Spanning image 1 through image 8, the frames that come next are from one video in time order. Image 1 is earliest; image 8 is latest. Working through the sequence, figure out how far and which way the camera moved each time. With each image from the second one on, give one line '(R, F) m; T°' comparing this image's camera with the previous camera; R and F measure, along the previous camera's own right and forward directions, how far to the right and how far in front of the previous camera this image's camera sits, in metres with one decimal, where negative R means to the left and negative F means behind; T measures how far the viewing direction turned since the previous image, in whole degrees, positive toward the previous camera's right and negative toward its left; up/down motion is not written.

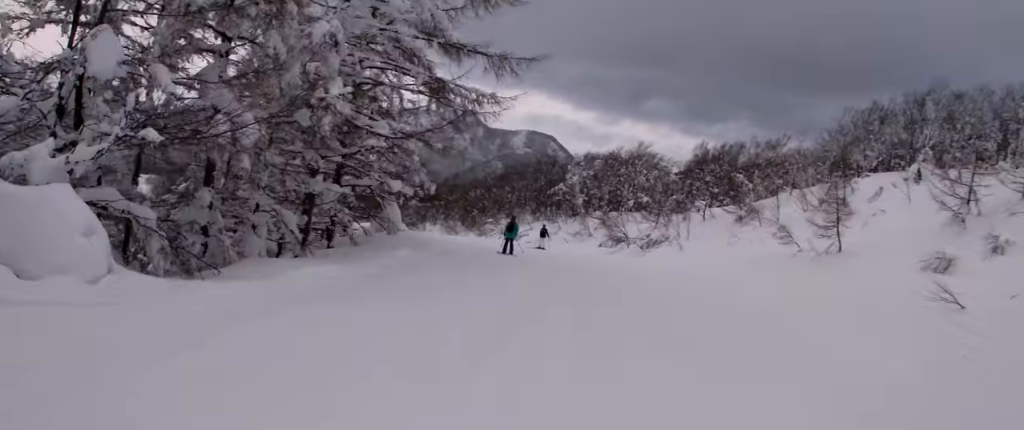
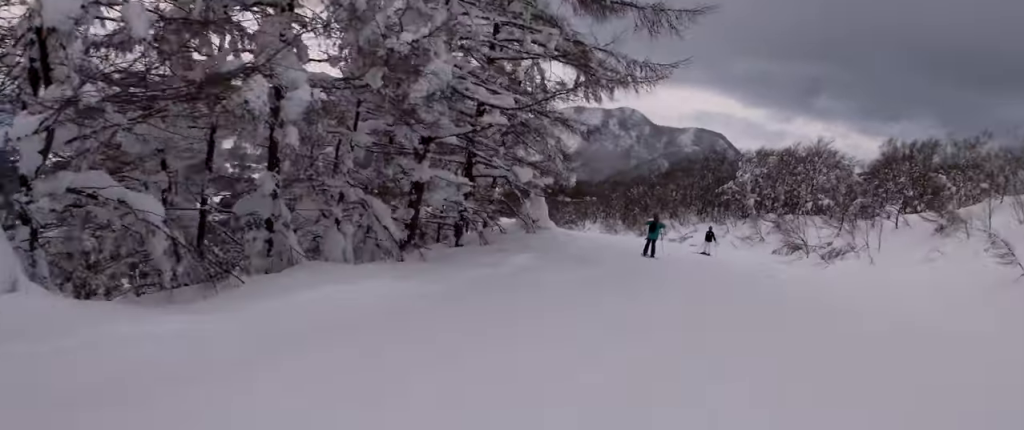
(+0.3, +3.7) m; -1°
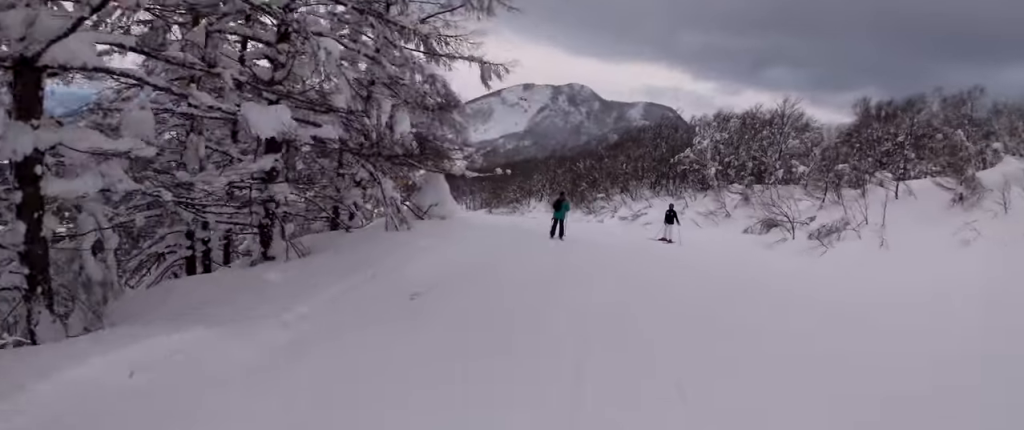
(-0.1, +8.8) m; 0°
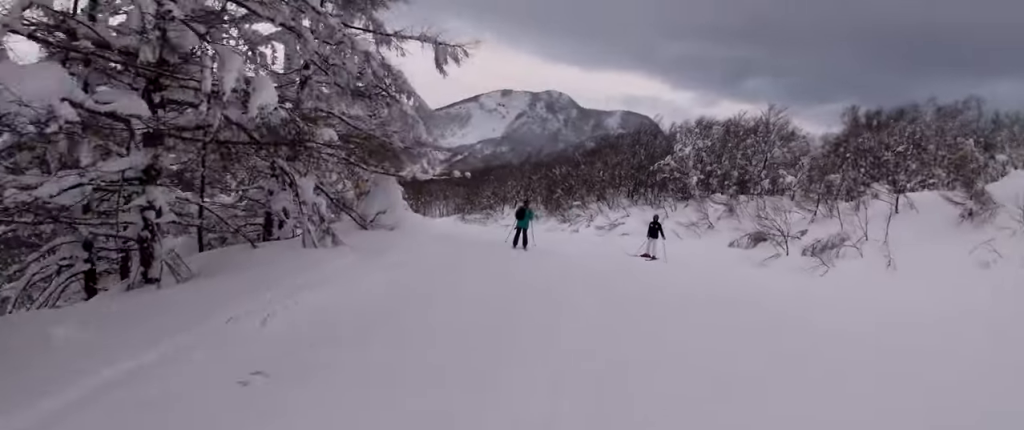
(-0.3, +3.2) m; 0°
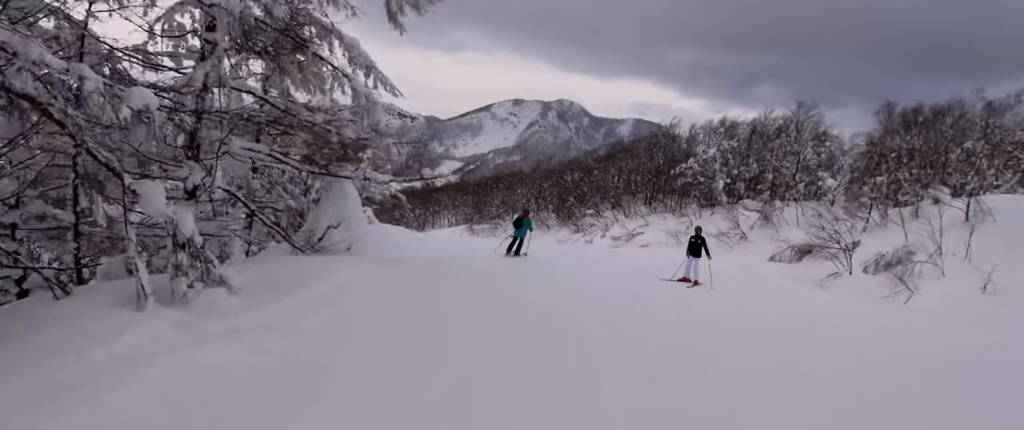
(+0.7, +5.1) m; 0°
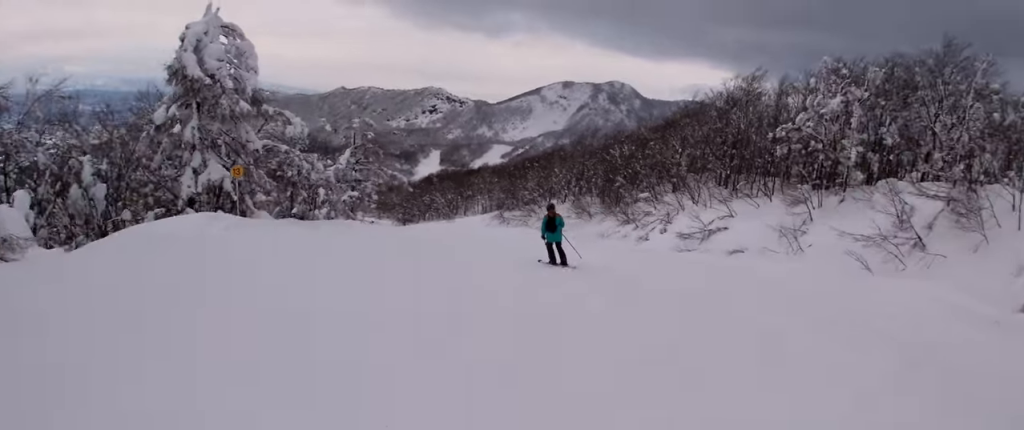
(-1.6, +16.0) m; -7°
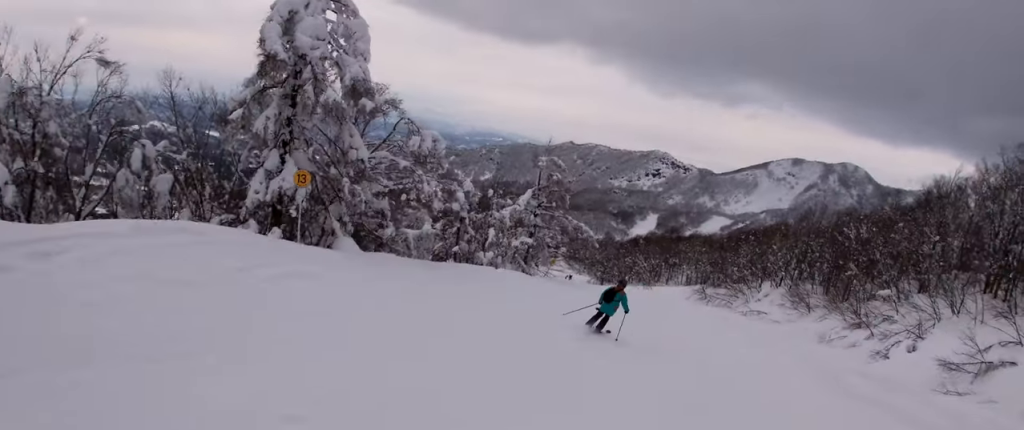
(-0.4, +9.2) m; -8°
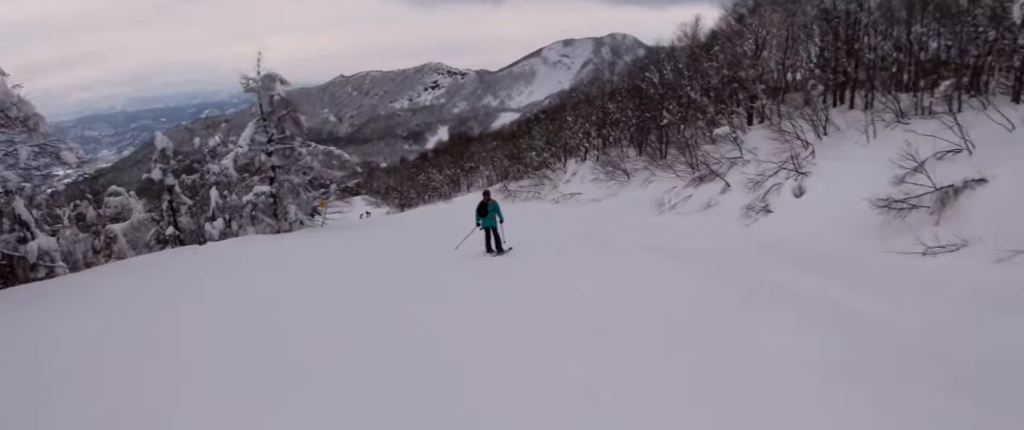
(-0.2, +10.2) m; -4°
